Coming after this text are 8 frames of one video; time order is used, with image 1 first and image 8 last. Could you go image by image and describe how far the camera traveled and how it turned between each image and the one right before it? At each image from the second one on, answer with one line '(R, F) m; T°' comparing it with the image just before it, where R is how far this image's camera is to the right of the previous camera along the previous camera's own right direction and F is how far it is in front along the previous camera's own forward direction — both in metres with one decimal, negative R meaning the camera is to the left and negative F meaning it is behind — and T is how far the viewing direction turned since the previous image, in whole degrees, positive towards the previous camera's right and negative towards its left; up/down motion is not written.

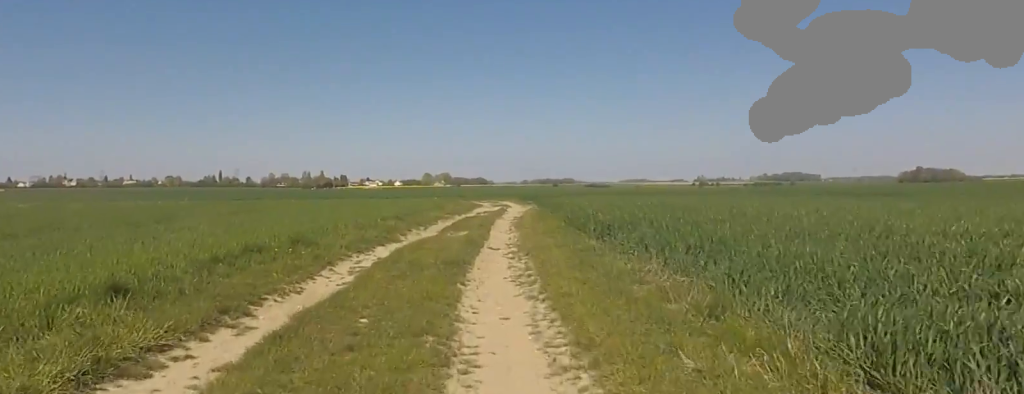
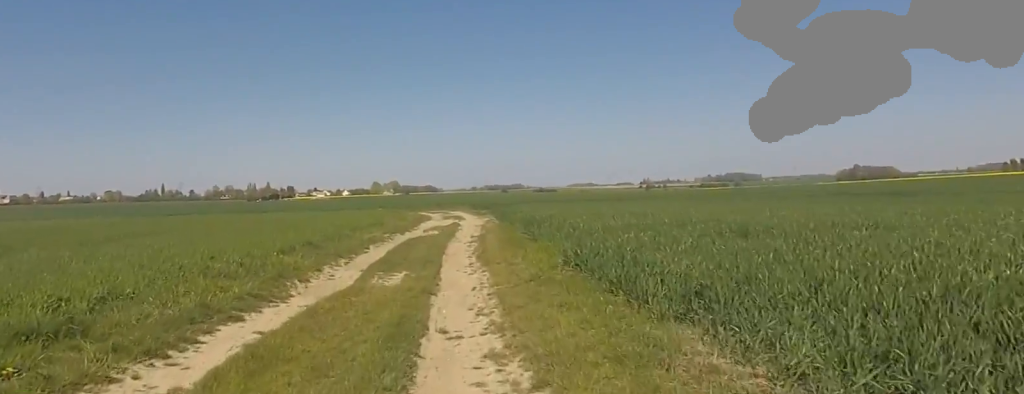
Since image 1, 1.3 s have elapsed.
(-0.2, +6.4) m; -1°
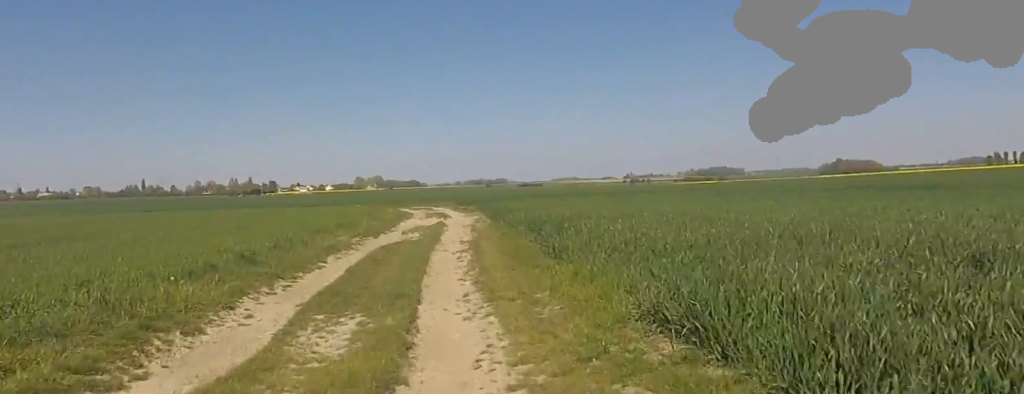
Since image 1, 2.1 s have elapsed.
(0.0, +4.6) m; 0°
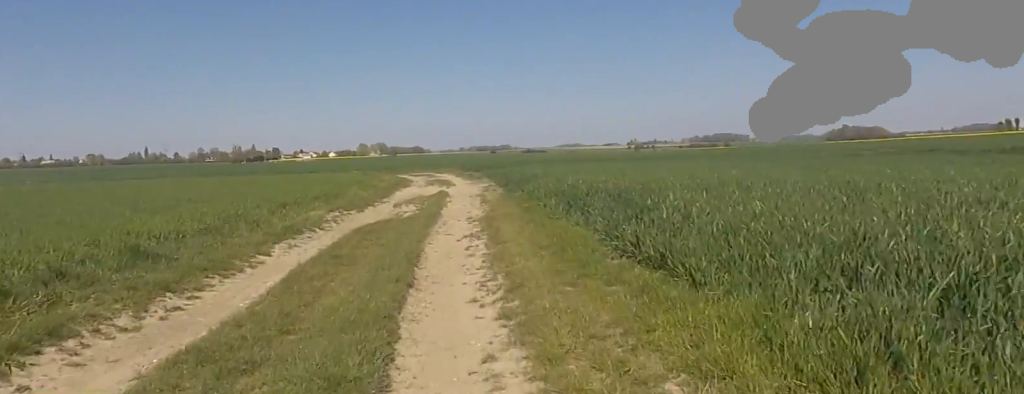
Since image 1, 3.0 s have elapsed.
(0.0, +4.7) m; 0°
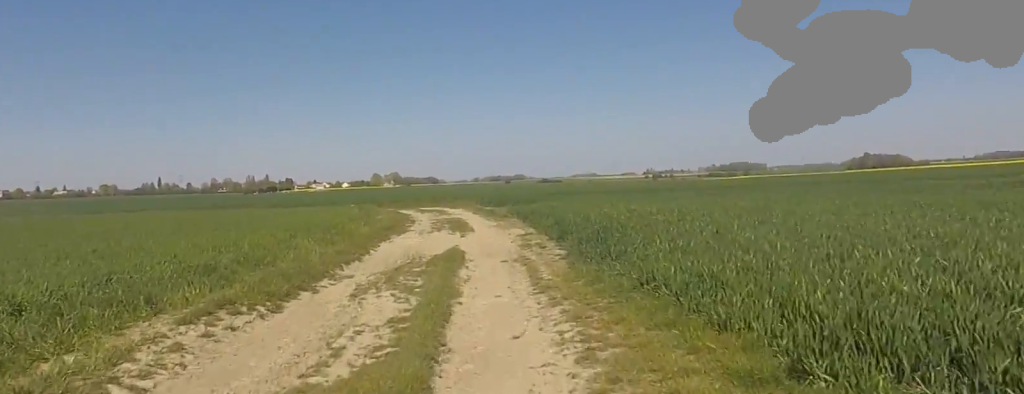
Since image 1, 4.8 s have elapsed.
(+1.8, +8.6) m; +17°
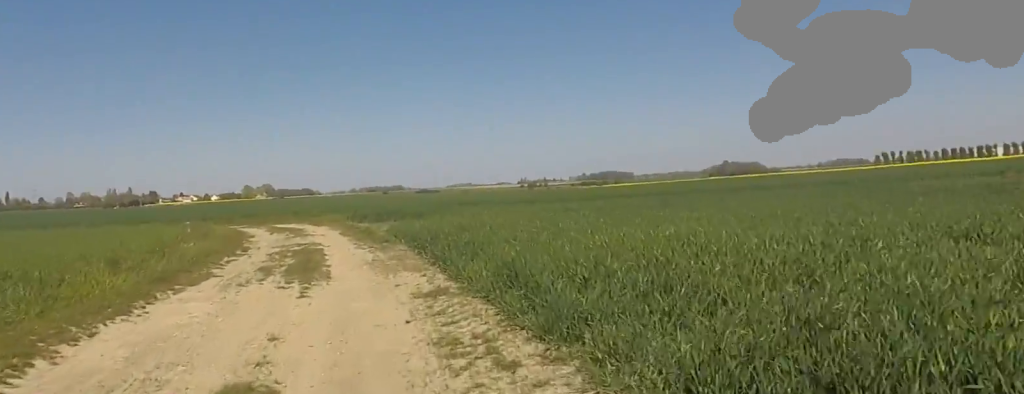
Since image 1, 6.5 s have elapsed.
(-1.4, +7.9) m; -14°
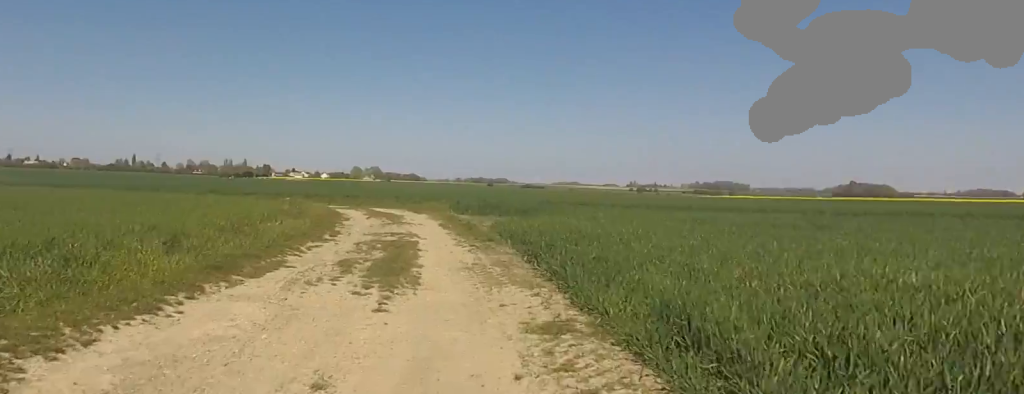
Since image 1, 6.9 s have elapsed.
(+0.3, +2.2) m; +2°
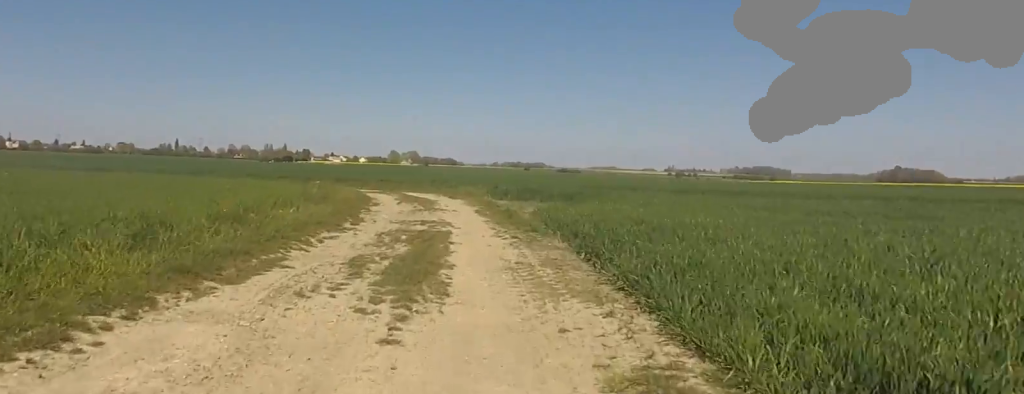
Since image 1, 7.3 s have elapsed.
(+0.2, +2.2) m; +1°
